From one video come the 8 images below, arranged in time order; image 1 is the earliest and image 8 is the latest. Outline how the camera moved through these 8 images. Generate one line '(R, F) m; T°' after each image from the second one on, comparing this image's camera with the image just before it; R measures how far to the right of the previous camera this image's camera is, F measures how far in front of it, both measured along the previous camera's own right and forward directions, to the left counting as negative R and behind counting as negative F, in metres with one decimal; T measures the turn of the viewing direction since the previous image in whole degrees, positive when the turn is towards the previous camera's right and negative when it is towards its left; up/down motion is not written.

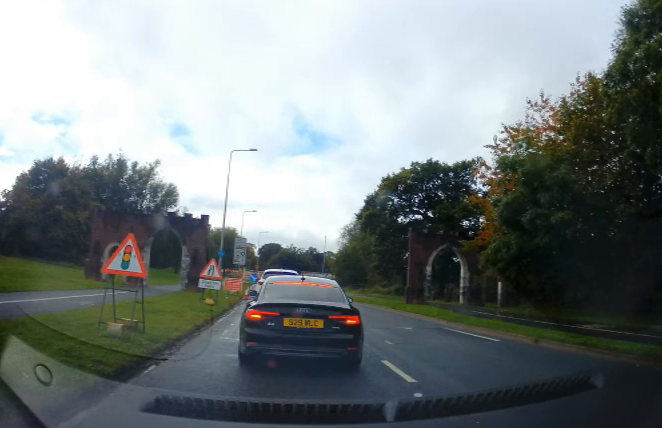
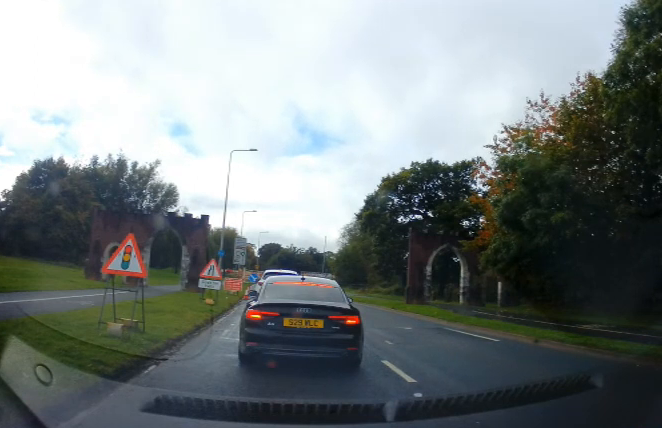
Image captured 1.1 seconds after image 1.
(0.0, 0.0) m; 0°
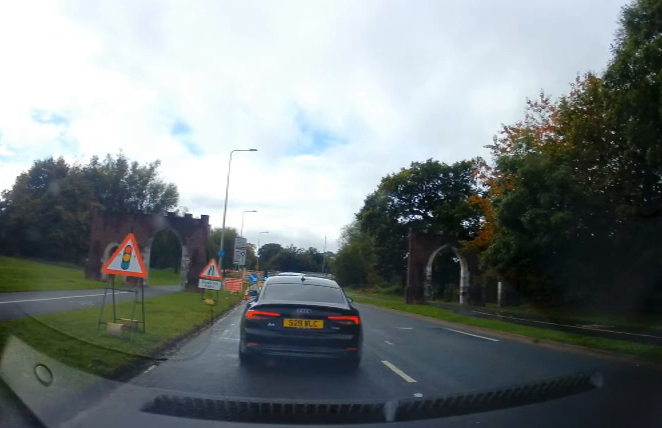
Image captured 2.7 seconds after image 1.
(0.0, 0.0) m; 0°
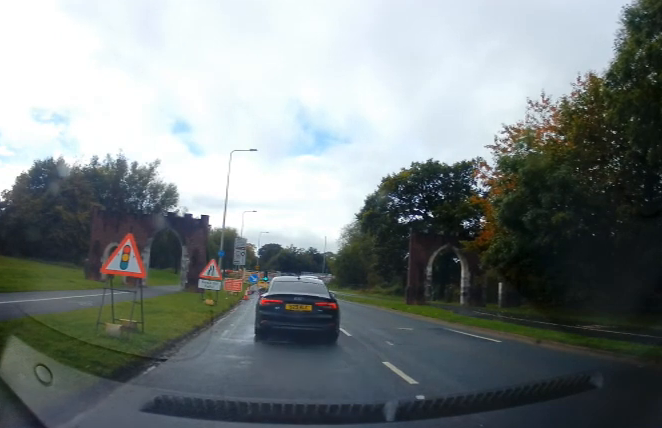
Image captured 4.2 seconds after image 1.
(0.0, +0.1) m; 0°
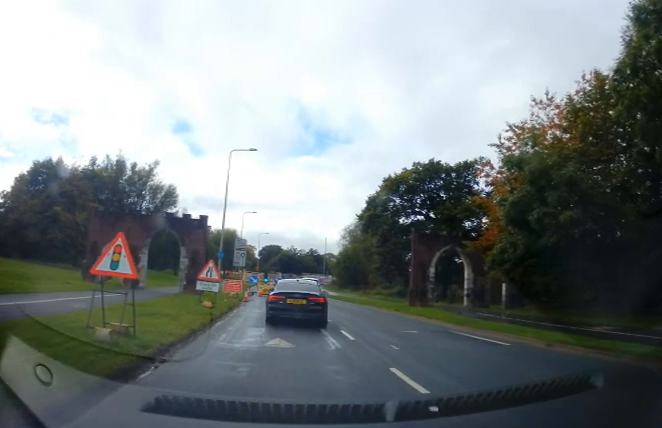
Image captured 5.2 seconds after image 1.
(+0.2, +0.7) m; 0°
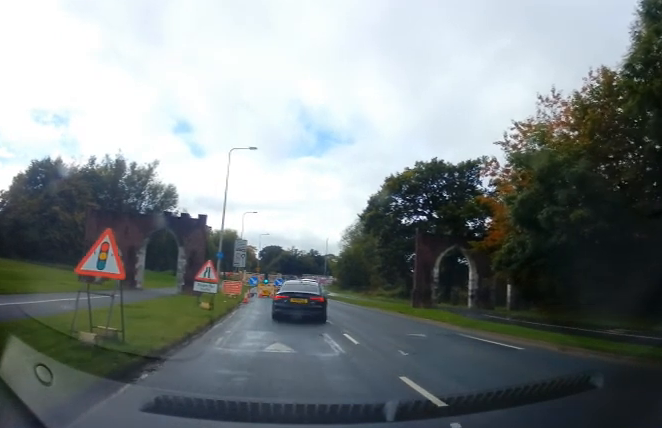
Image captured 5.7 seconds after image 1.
(+0.1, +0.6) m; 0°
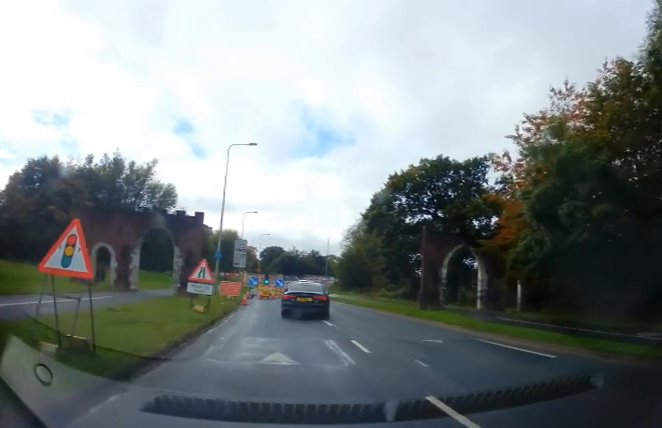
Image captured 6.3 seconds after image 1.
(-0.1, +1.4) m; -2°
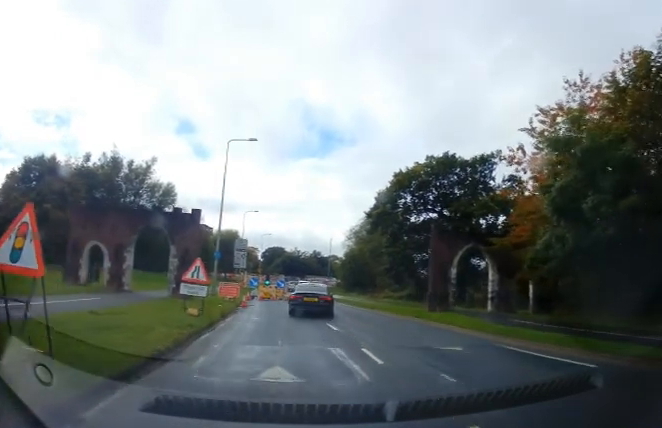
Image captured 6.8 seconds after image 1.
(-0.1, +1.1) m; -2°
